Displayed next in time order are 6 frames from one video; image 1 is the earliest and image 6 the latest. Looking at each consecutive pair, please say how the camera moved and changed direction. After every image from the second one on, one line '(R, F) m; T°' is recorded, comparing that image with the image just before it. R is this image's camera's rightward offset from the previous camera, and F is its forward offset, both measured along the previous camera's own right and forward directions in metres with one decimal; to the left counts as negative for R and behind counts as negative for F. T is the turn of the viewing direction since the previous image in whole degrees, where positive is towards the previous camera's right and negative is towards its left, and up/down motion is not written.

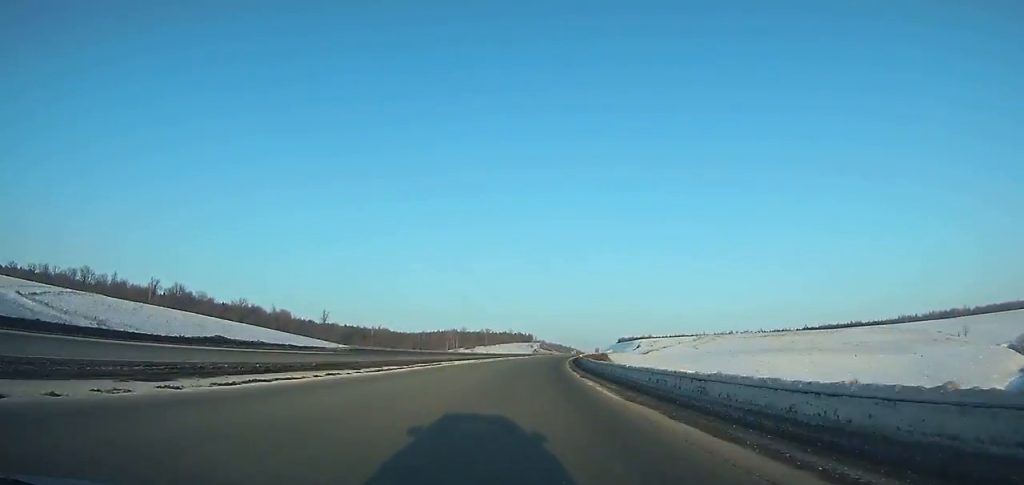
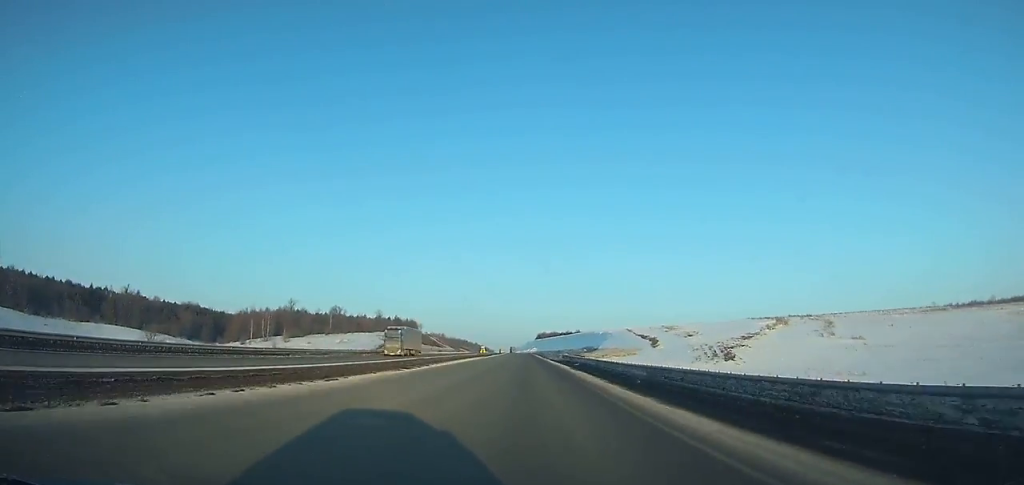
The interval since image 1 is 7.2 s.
(+16.1, +217.8) m; +6°
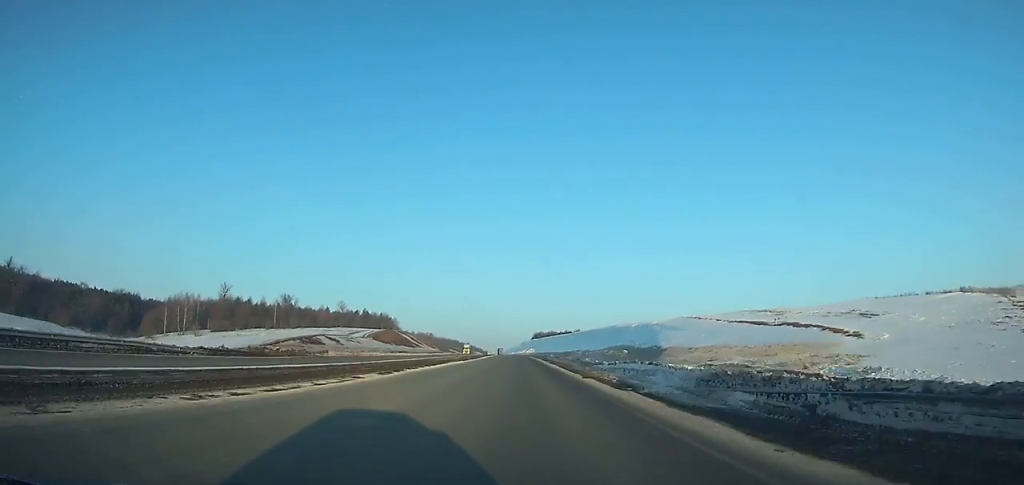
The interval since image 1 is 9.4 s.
(+0.4, +66.8) m; 0°
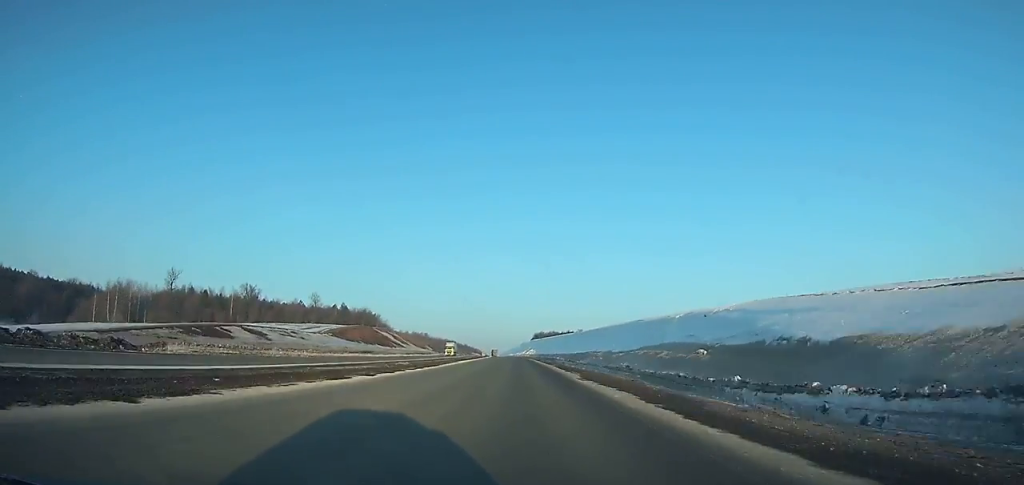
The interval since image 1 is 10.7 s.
(0.0, +39.4) m; 0°
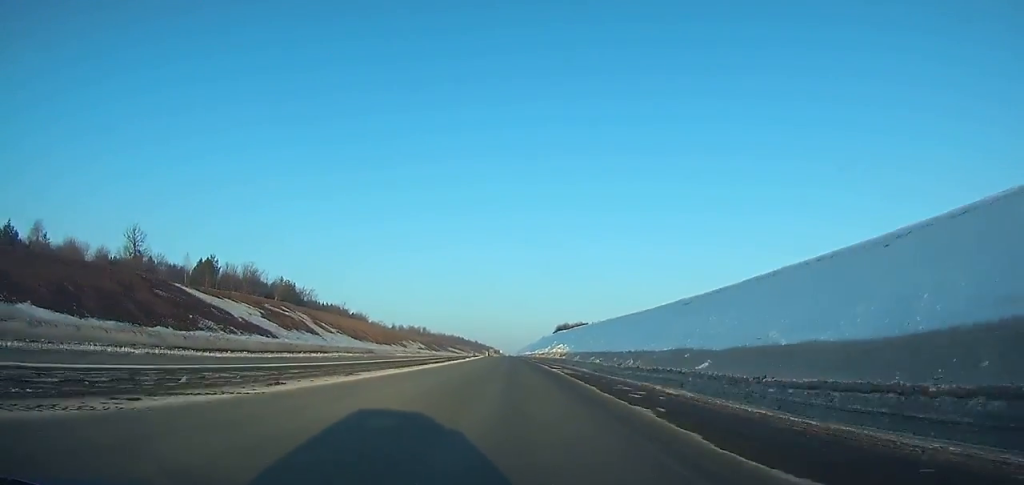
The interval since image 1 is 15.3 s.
(-1.9, +138.3) m; -2°
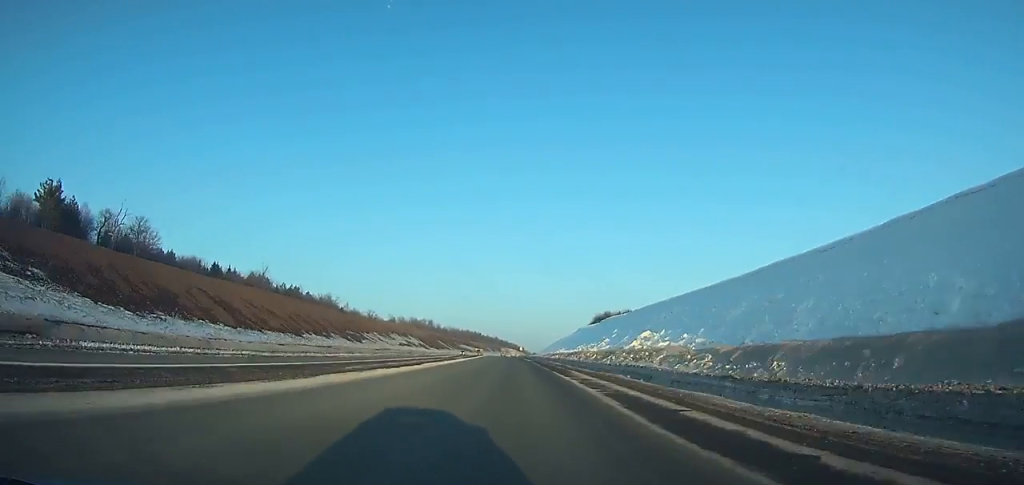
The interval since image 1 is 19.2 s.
(-2.1, +115.3) m; -2°
